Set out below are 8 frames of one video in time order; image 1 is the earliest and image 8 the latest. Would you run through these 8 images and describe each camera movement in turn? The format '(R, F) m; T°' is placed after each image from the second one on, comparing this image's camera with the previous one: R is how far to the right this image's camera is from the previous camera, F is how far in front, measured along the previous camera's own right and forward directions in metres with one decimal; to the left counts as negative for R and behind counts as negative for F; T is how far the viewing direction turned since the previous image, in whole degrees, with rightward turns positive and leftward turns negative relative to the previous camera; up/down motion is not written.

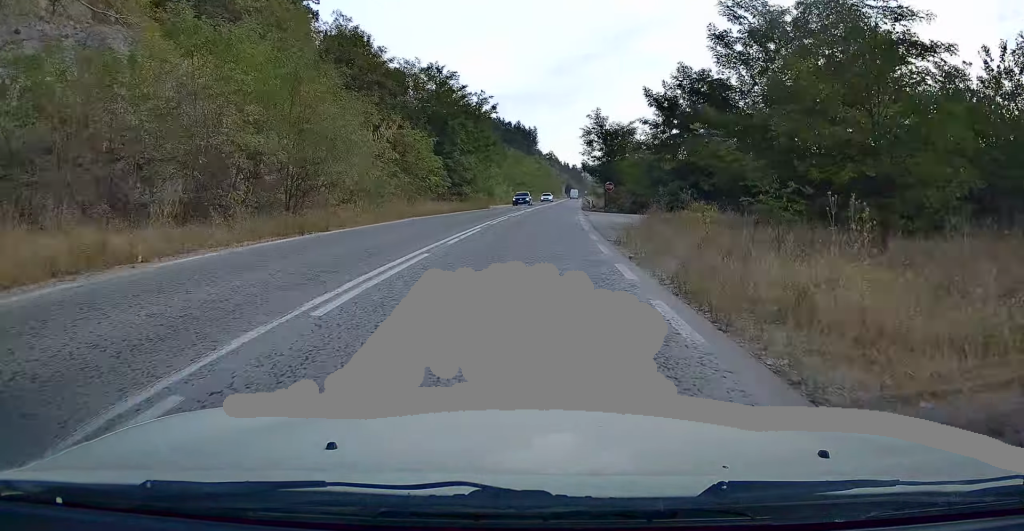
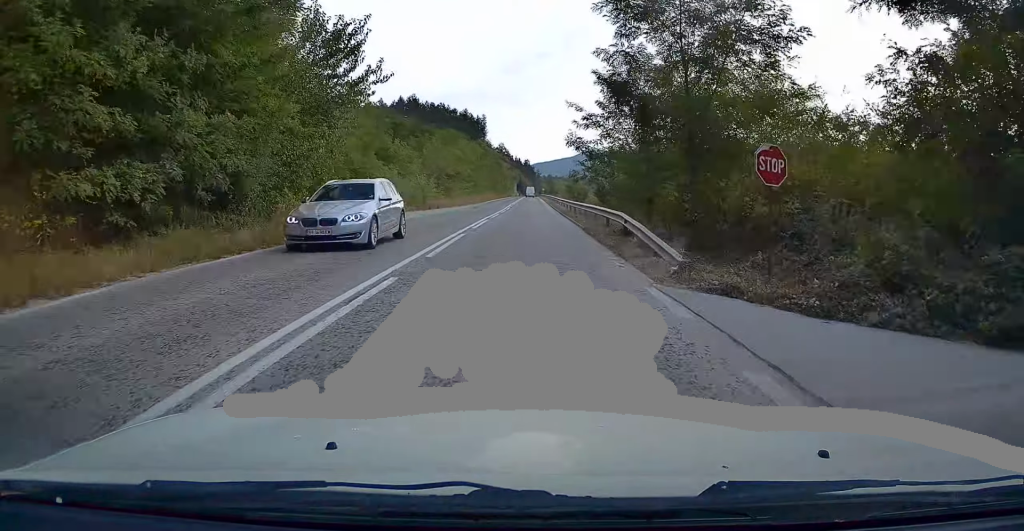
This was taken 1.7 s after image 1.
(+1.9, +39.6) m; +6°
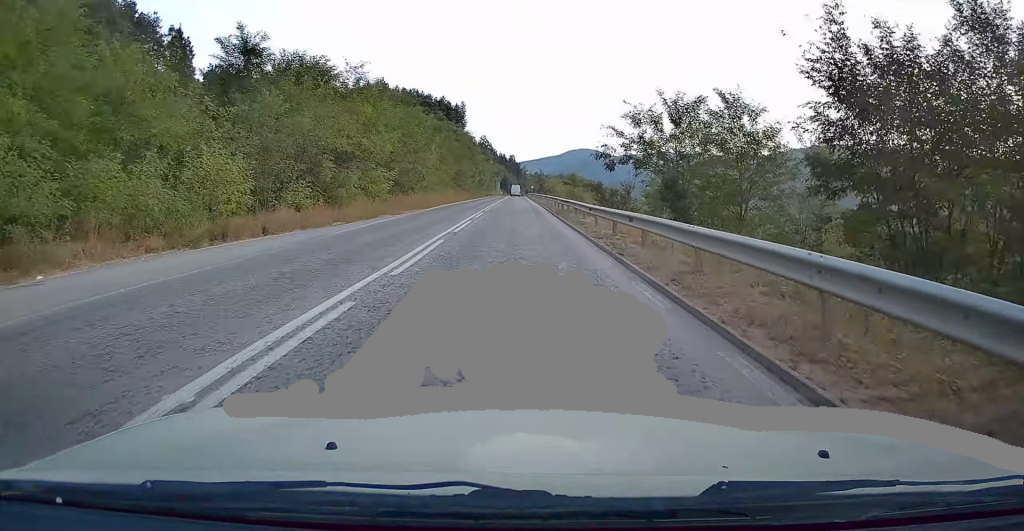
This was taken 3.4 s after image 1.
(+1.3, +37.4) m; +3°
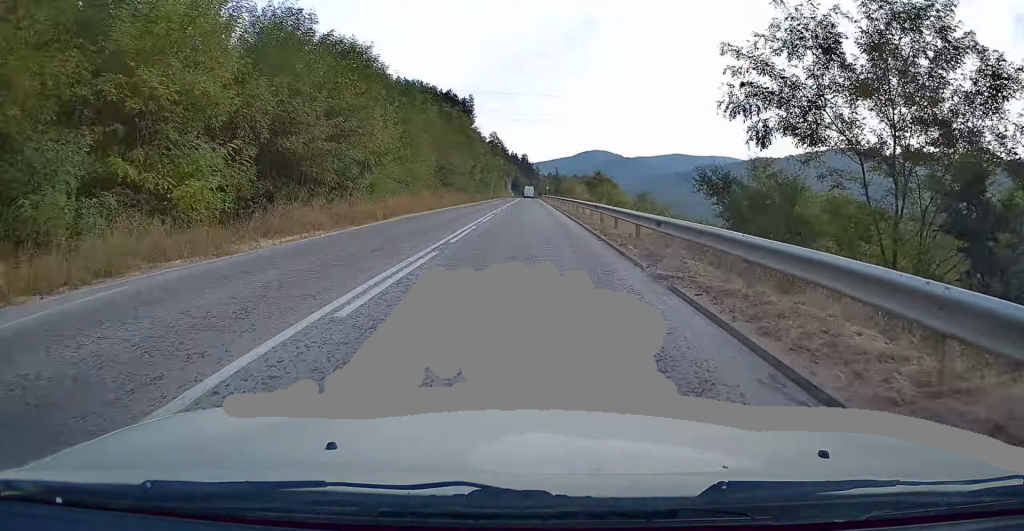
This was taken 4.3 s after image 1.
(+0.2, +21.8) m; 0°
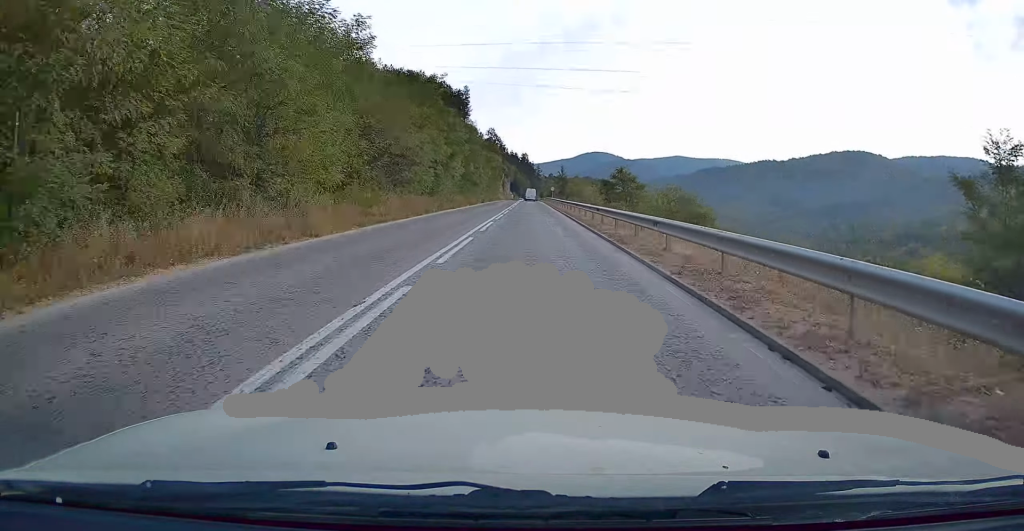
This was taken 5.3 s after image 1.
(-0.2, +22.6) m; 0°
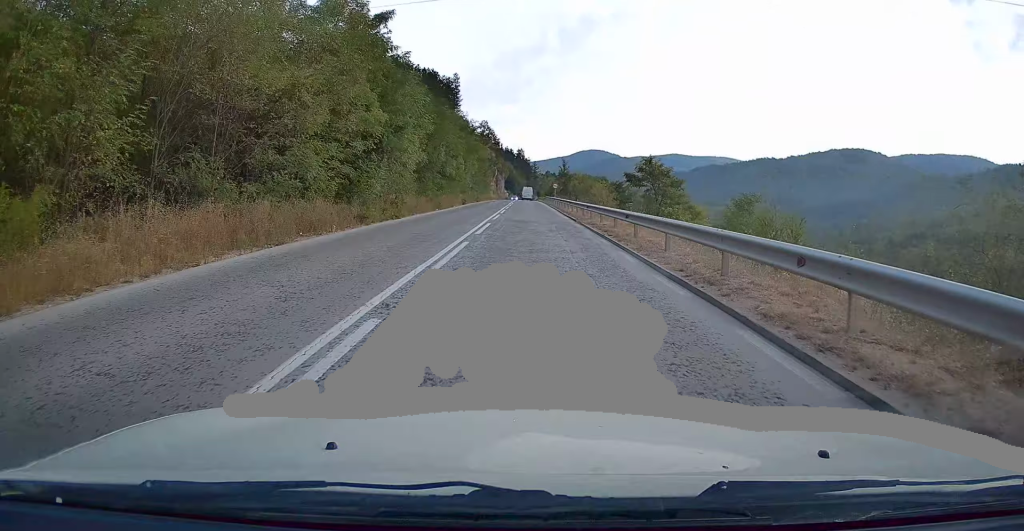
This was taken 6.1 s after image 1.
(+0.1, +20.1) m; 0°
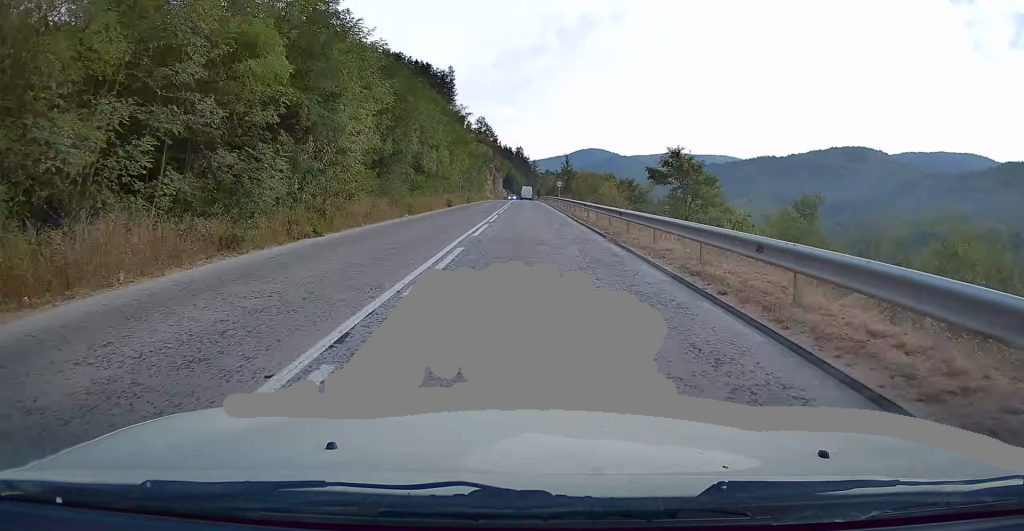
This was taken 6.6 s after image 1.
(0.0, +10.8) m; 0°
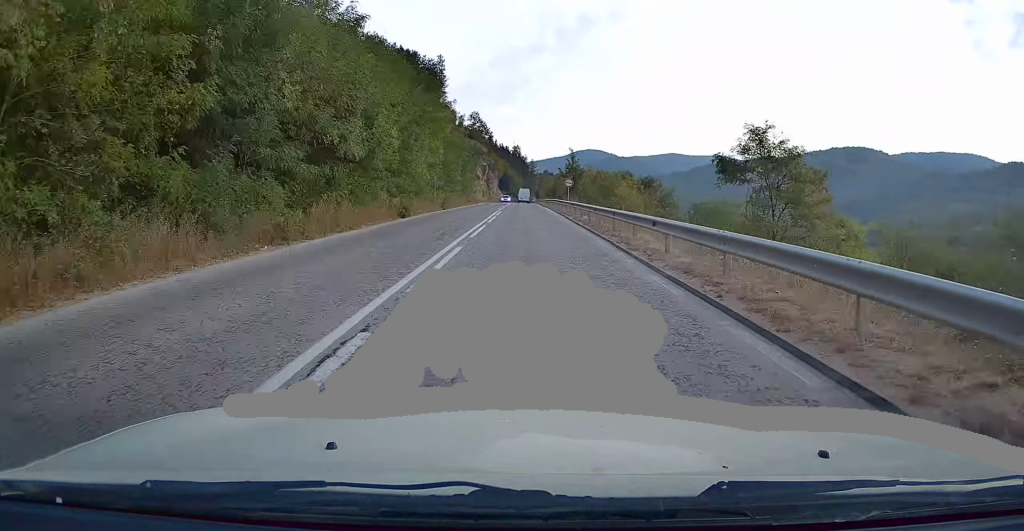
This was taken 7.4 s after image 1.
(0.0, +17.6) m; 0°
